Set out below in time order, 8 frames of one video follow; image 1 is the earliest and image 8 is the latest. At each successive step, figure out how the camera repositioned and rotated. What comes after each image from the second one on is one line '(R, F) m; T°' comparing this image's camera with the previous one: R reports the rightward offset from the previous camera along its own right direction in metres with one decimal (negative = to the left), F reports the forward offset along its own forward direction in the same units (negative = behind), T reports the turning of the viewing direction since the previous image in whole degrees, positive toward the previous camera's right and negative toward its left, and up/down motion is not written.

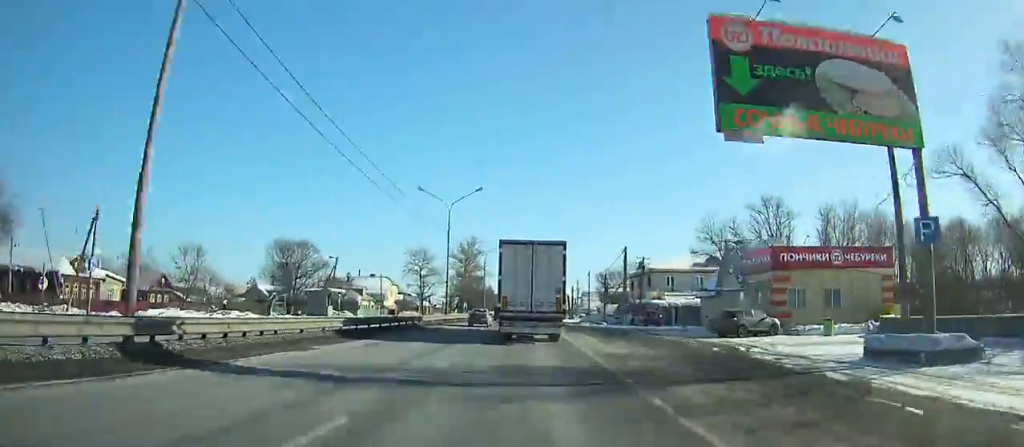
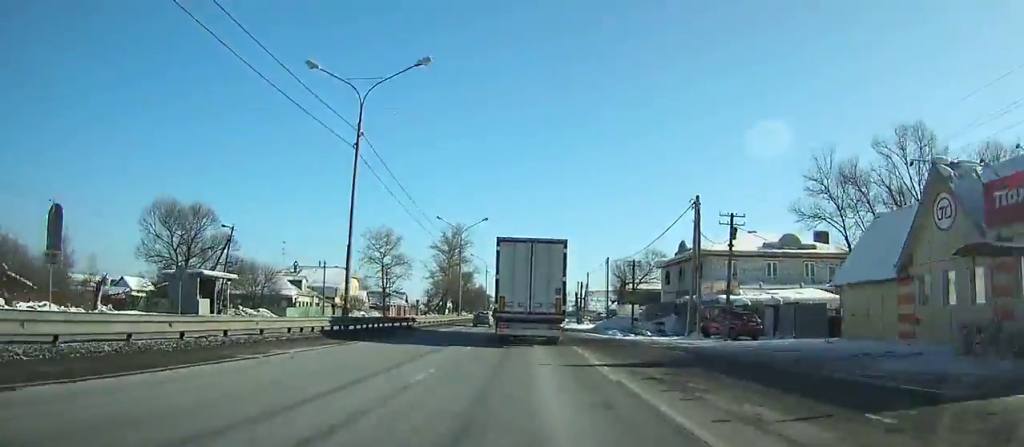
(0.0, +25.9) m; 0°
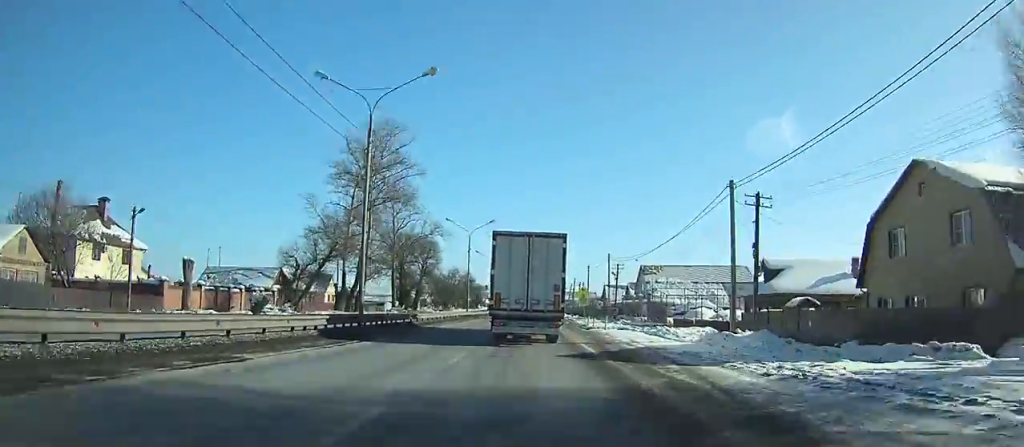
(0.0, +79.5) m; 0°
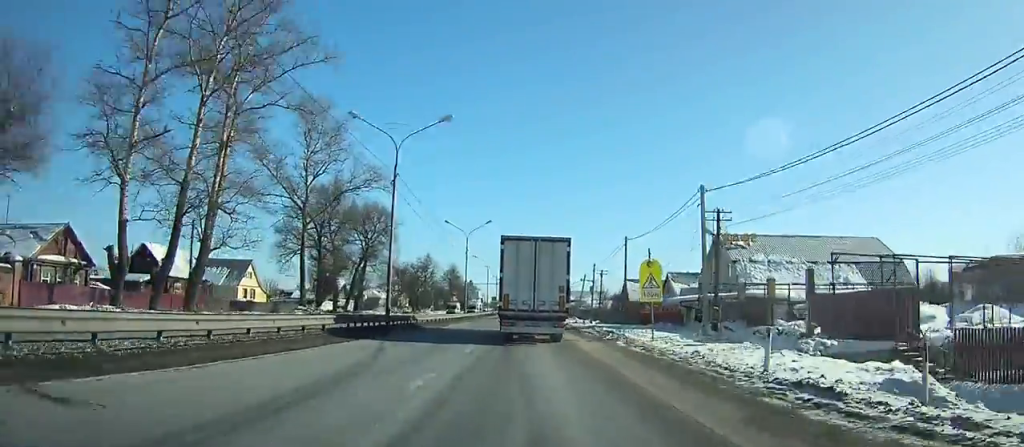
(+0.1, +36.6) m; 0°
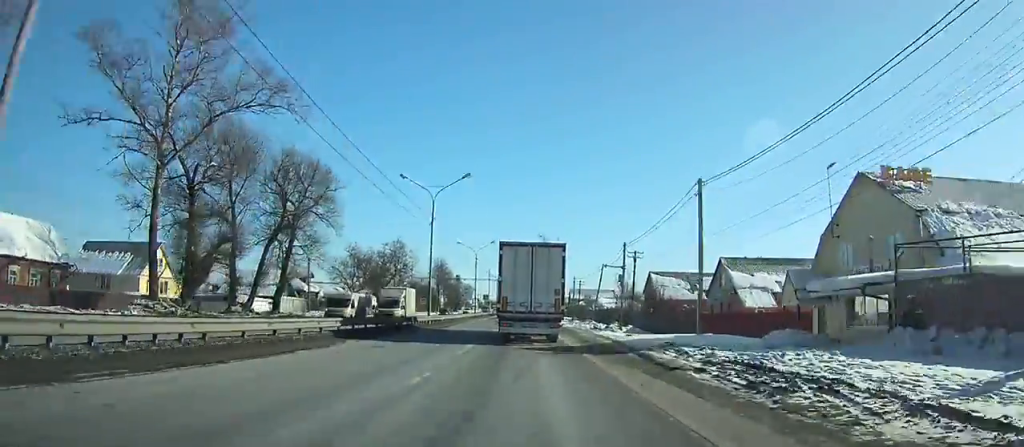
(0.0, +24.0) m; 0°
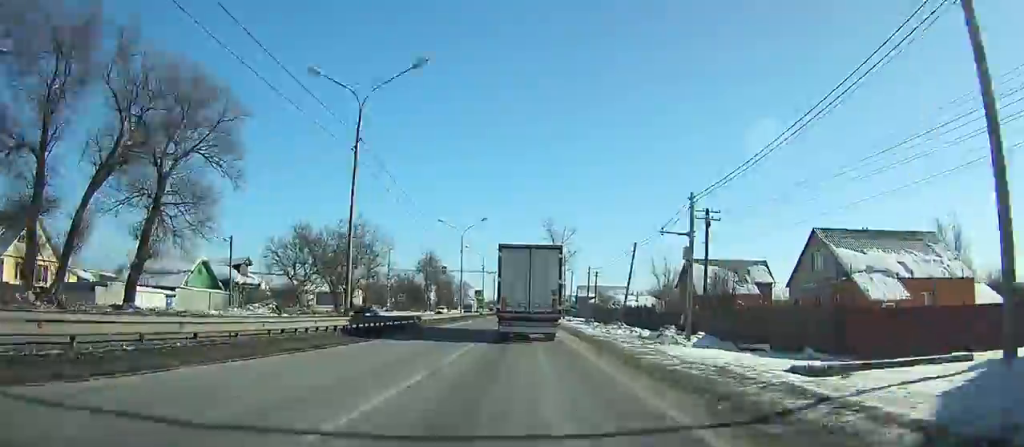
(0.0, +20.5) m; 0°
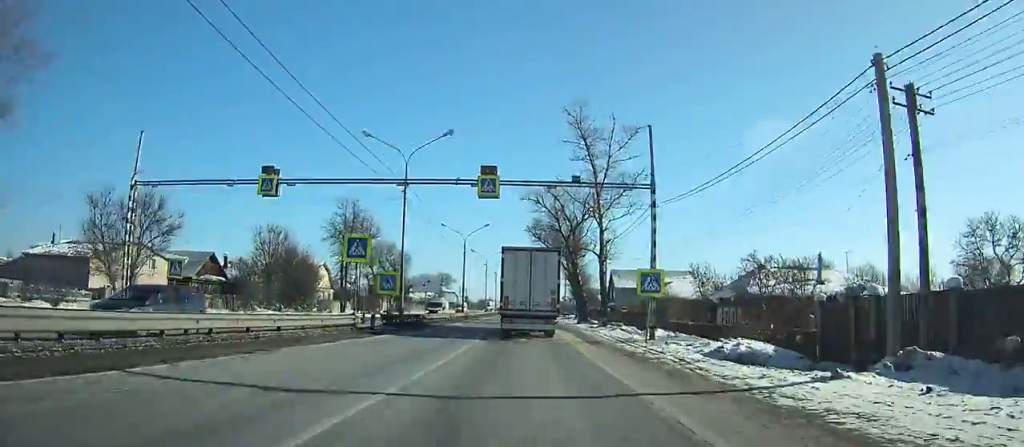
(-0.1, +63.0) m; 0°
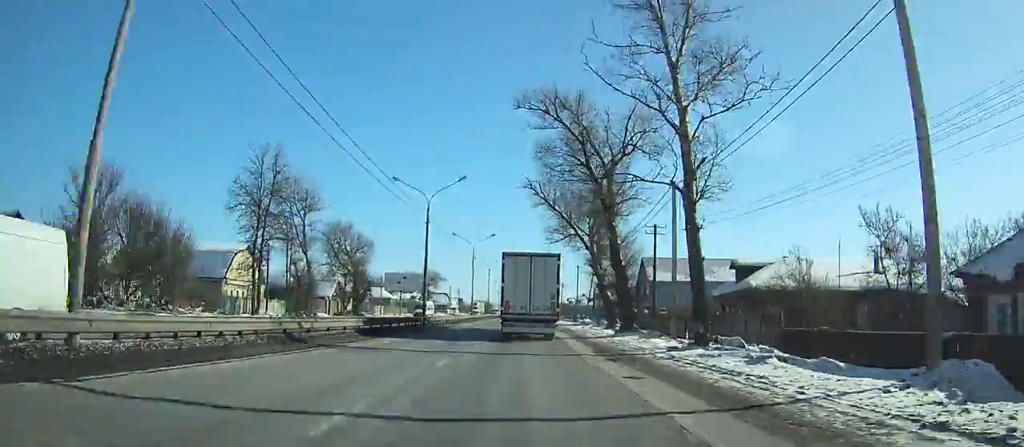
(0.0, +25.7) m; 0°
